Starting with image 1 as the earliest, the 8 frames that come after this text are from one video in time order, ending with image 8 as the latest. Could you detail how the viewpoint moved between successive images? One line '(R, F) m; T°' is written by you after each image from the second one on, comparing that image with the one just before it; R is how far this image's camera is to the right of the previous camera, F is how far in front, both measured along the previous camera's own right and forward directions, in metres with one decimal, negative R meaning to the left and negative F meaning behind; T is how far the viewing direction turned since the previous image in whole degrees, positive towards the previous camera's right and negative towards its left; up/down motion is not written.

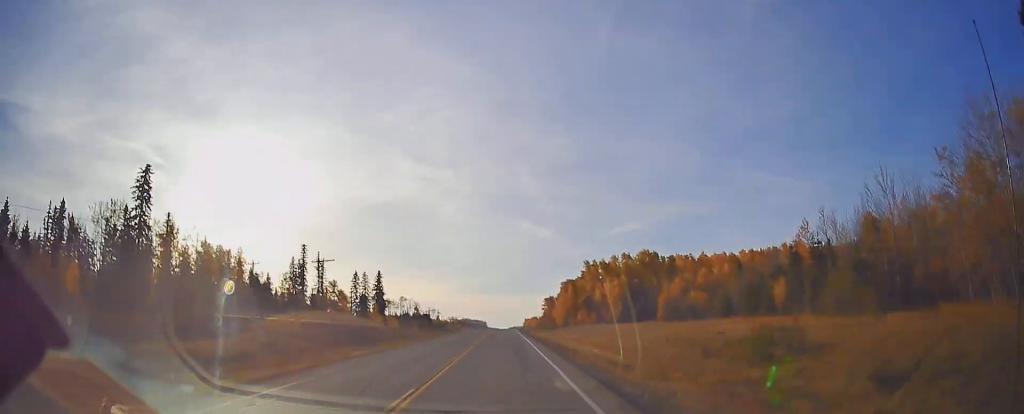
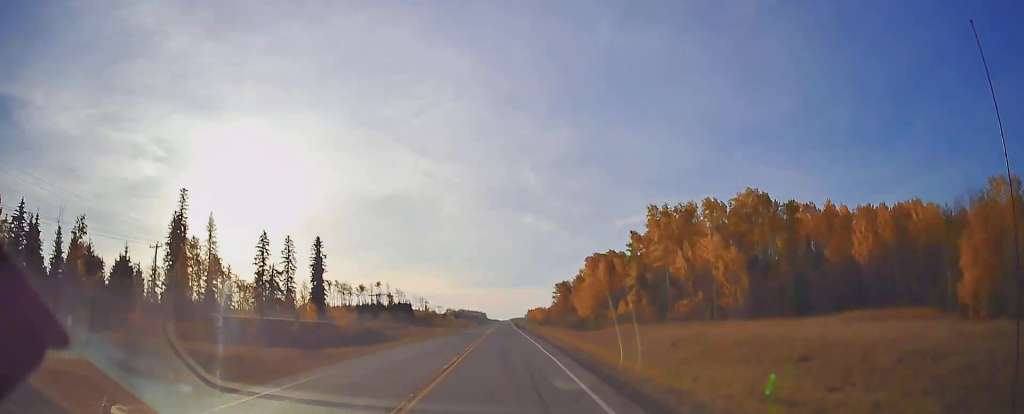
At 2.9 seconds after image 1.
(+0.2, +77.9) m; 0°
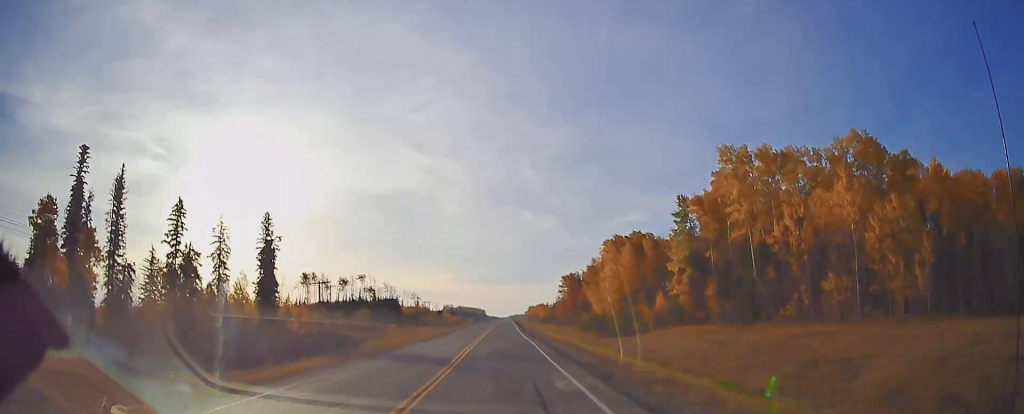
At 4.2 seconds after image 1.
(-0.2, +35.6) m; 0°
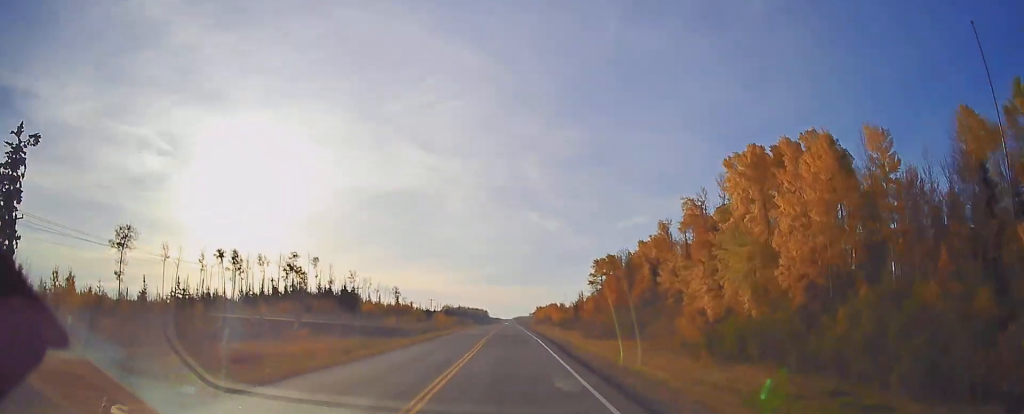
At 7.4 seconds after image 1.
(-0.2, +89.2) m; 0°
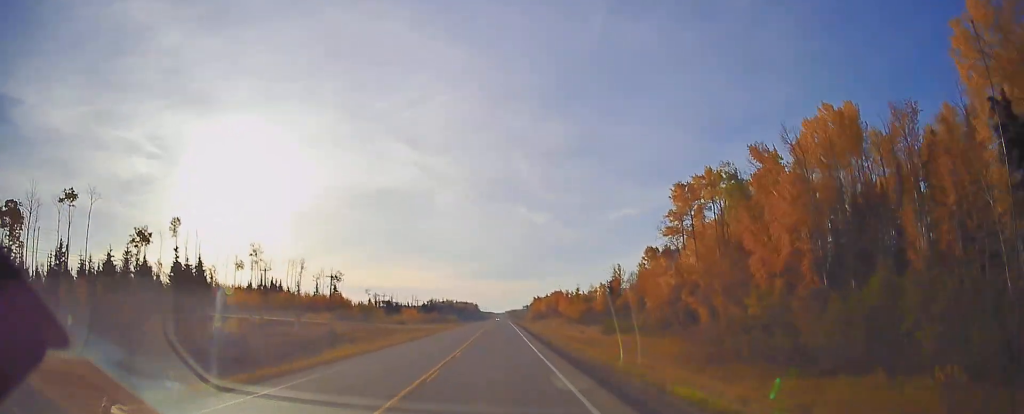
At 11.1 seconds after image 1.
(+0.6, +109.3) m; 0°
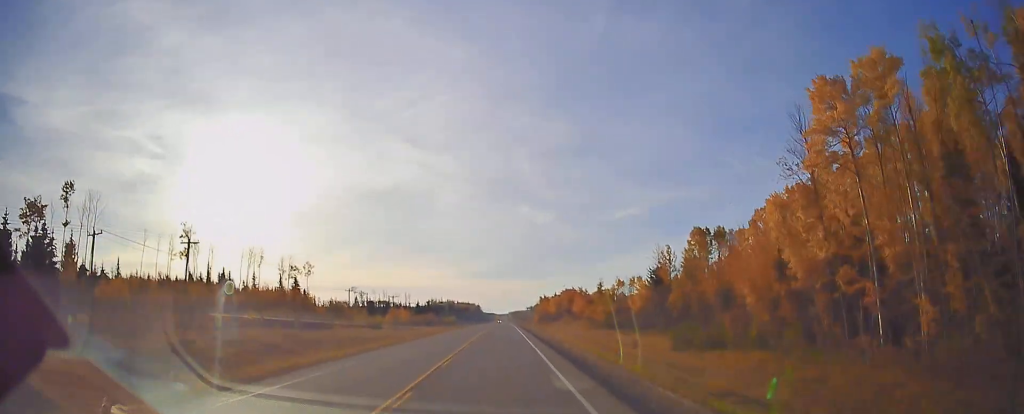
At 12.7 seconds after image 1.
(+0.1, +42.5) m; 0°
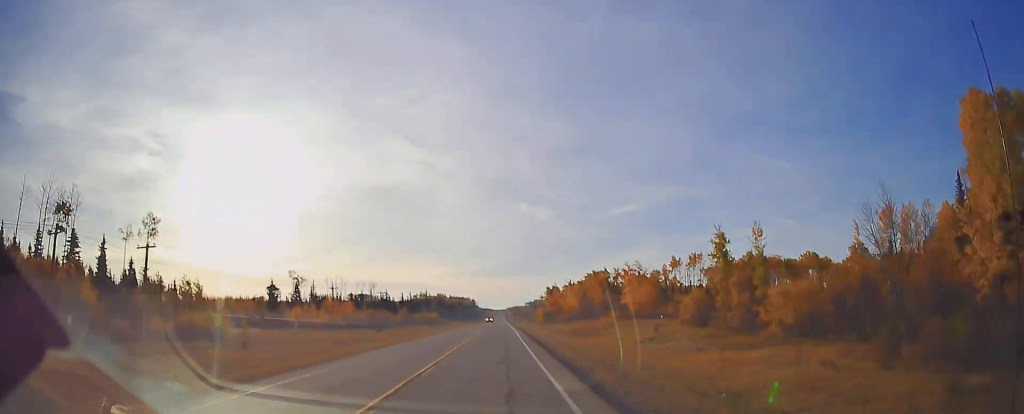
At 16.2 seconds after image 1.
(-0.2, +75.7) m; 0°
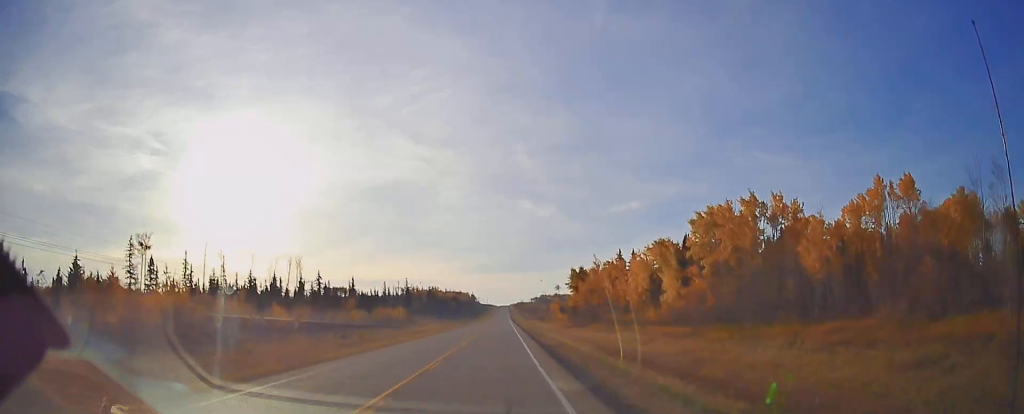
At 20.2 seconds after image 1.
(-0.1, +98.2) m; 0°
